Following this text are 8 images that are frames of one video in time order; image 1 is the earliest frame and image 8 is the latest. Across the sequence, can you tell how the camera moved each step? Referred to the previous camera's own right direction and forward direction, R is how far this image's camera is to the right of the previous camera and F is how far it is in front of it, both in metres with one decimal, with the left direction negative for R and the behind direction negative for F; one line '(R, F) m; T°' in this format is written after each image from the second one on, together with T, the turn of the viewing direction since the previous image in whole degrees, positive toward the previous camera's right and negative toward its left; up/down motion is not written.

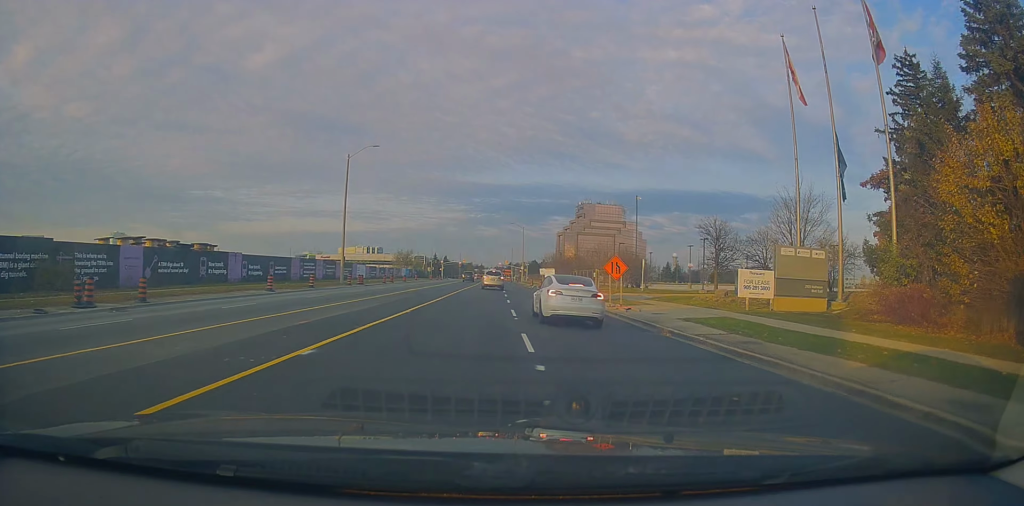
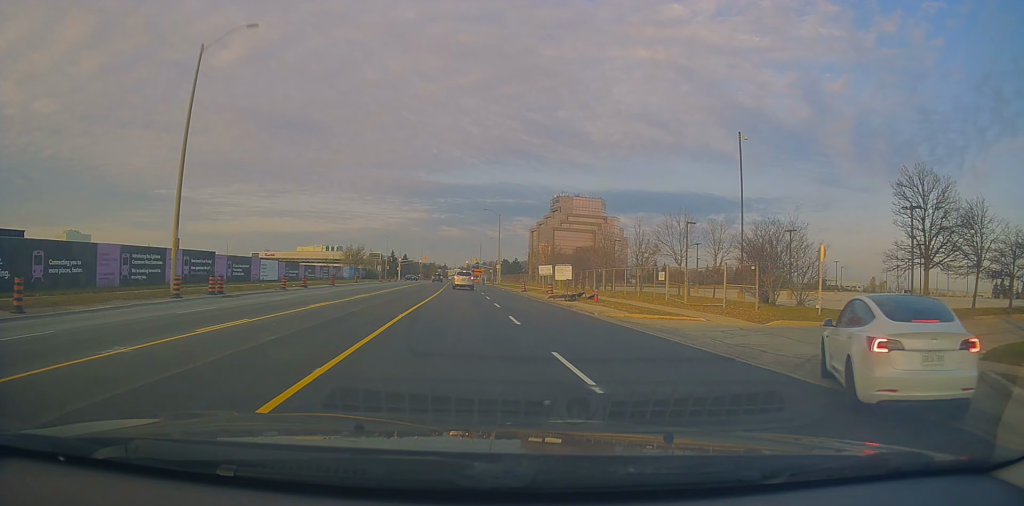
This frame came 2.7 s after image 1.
(+1.8, +30.2) m; +6°
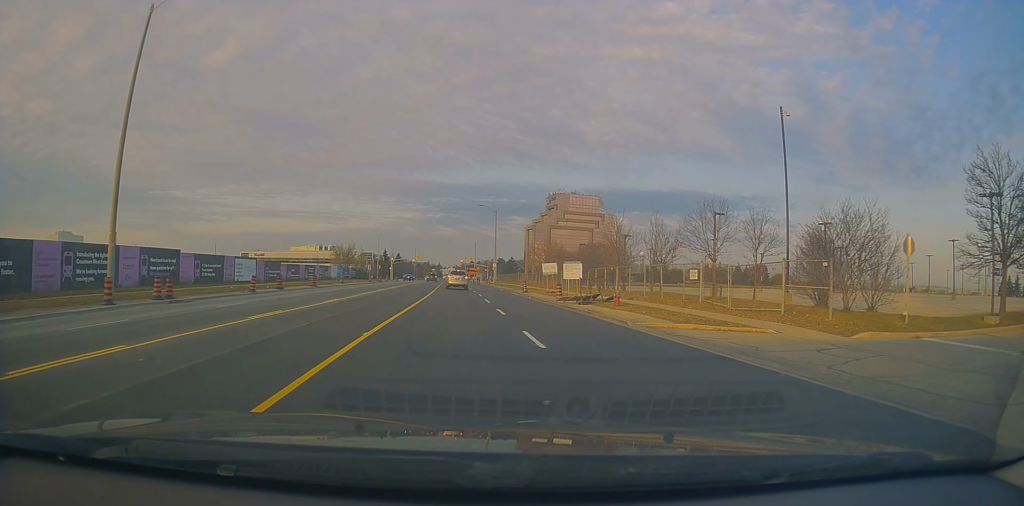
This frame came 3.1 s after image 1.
(+0.5, +5.4) m; 0°
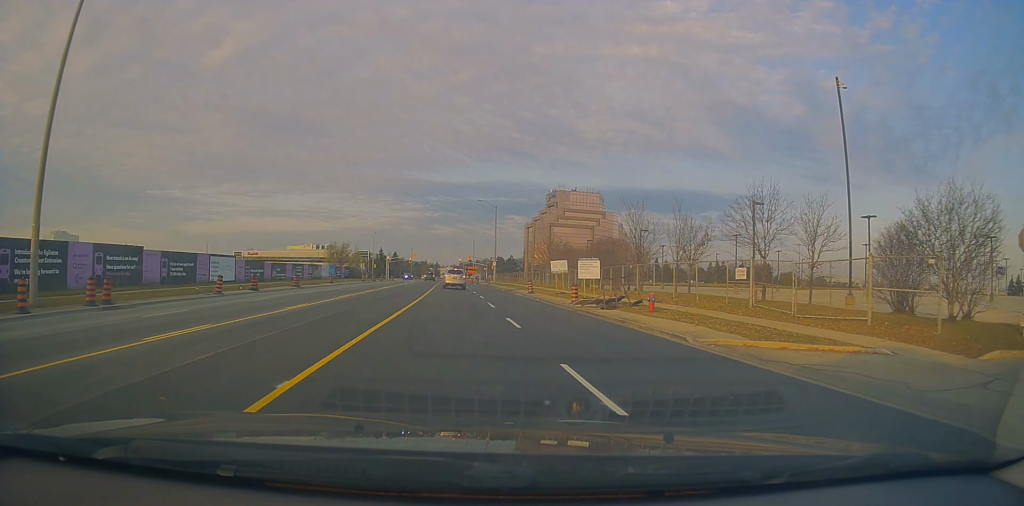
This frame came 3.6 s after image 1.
(-0.1, +5.1) m; 0°
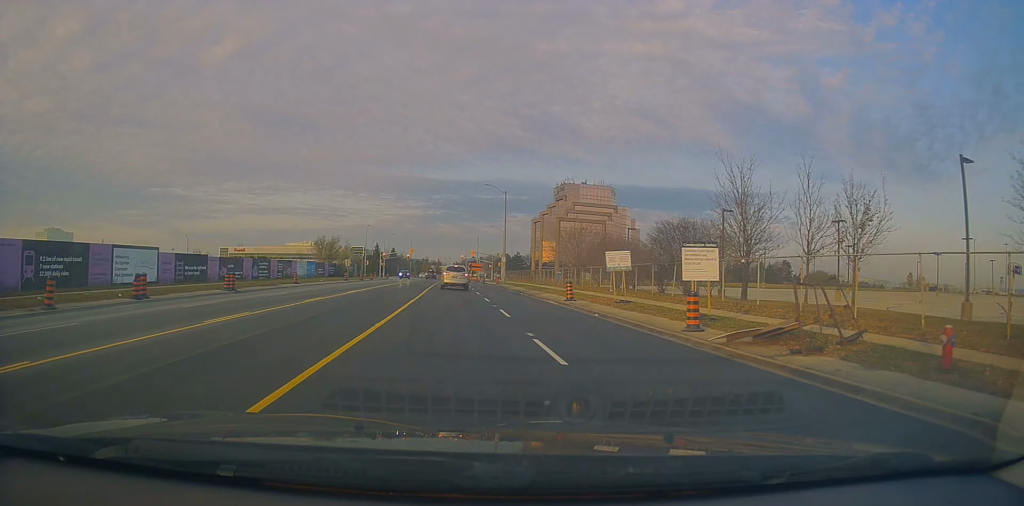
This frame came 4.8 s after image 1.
(-0.3, +14.7) m; -1°
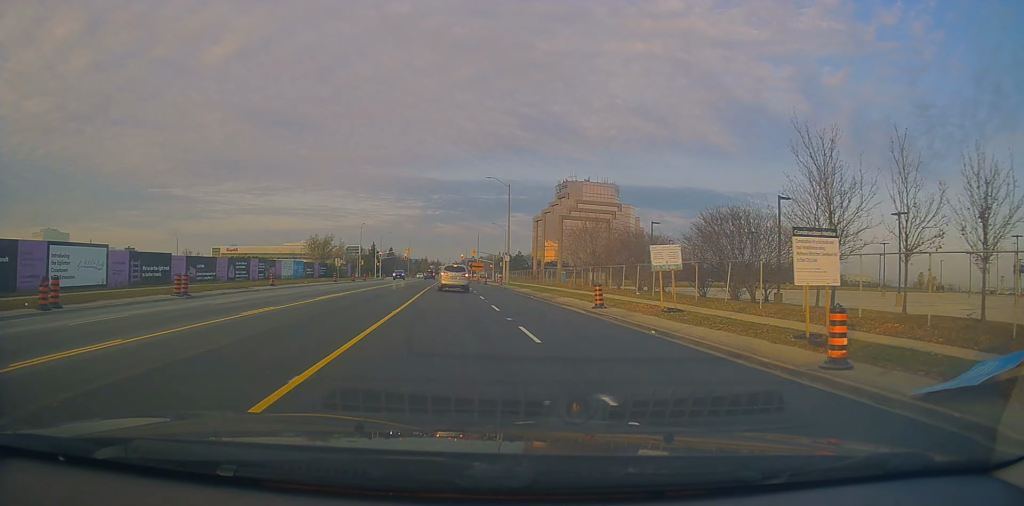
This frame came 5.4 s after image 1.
(+0.4, +6.3) m; -1°
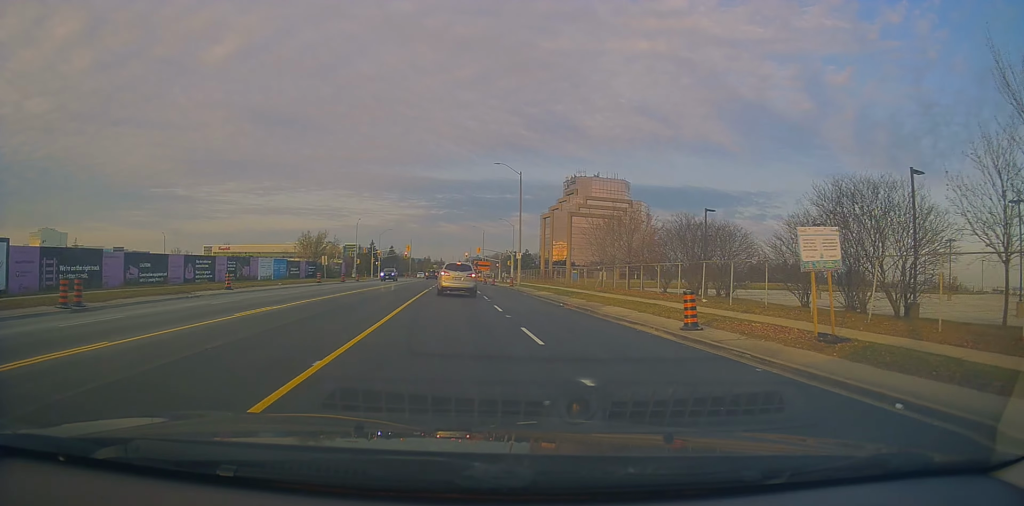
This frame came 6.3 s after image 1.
(-1.0, +9.3) m; -1°
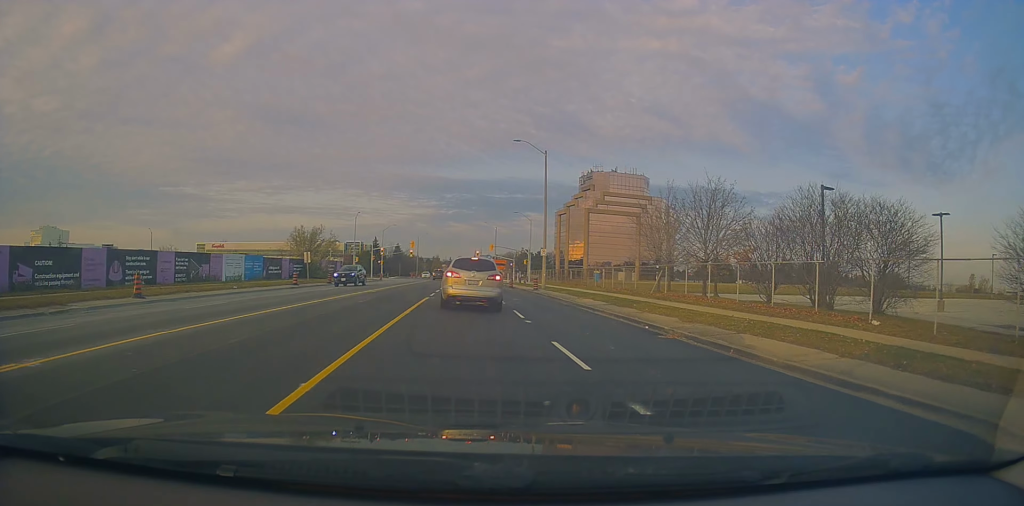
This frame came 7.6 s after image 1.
(+0.9, +10.4) m; +3°
